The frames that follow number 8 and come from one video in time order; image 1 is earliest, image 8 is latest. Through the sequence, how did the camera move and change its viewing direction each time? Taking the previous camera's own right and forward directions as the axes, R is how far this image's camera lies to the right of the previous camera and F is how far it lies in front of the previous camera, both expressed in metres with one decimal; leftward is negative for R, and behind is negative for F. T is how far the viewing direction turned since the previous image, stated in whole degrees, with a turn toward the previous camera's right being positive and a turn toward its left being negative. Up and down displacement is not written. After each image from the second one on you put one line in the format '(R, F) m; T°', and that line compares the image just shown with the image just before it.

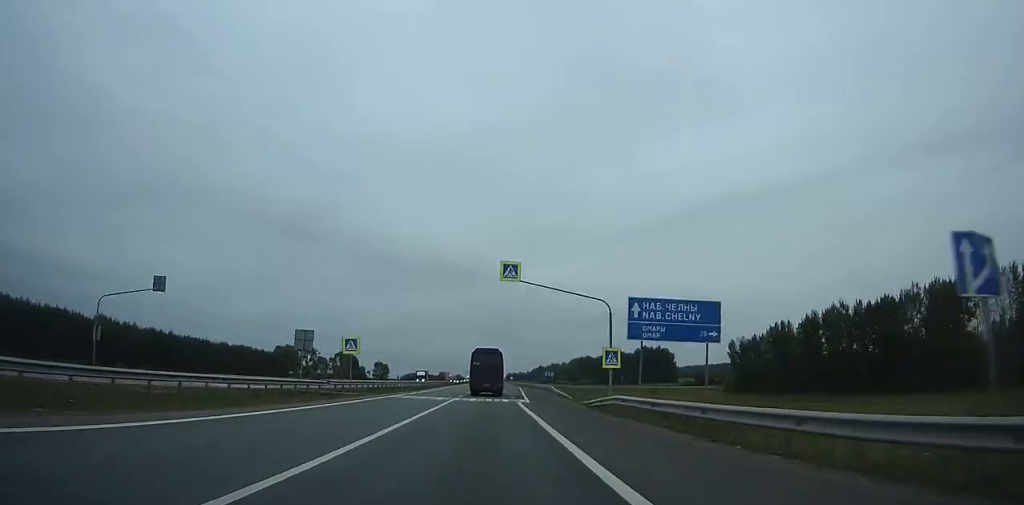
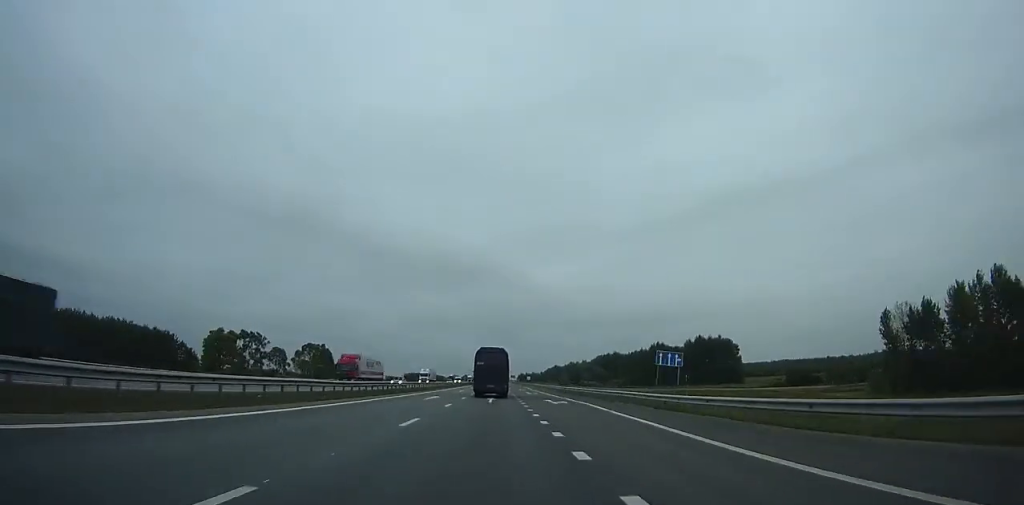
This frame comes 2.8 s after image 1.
(-0.1, +75.7) m; 0°
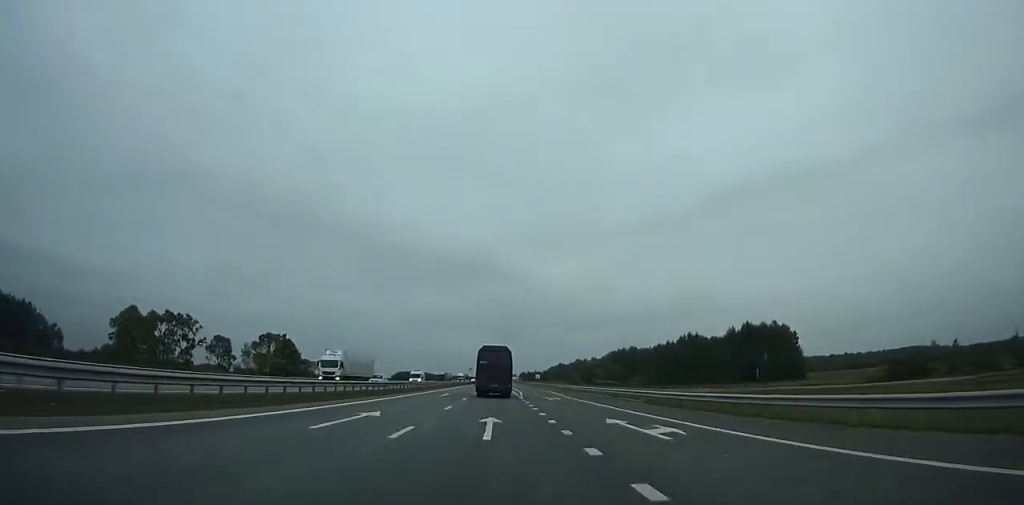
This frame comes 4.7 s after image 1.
(-0.2, +51.3) m; 0°
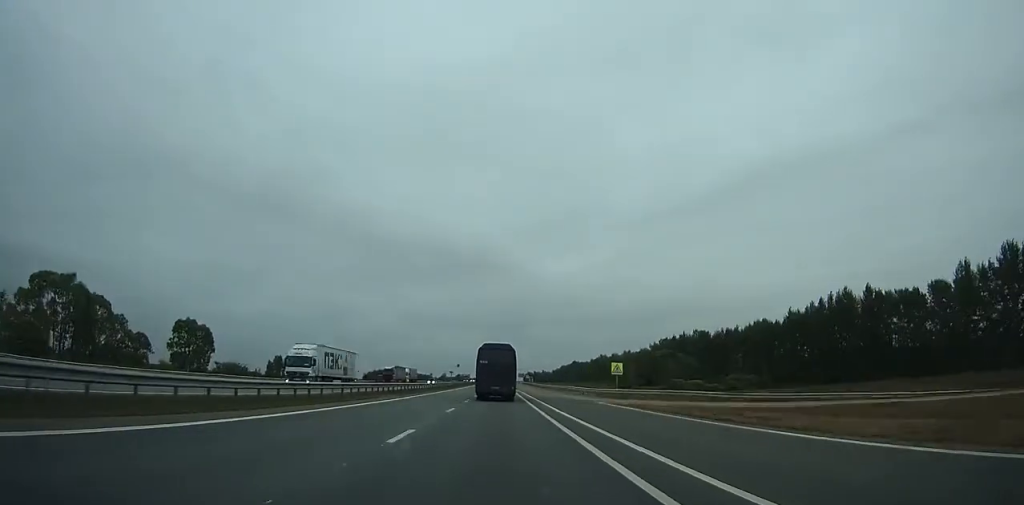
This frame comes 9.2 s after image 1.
(-0.1, +121.7) m; 0°
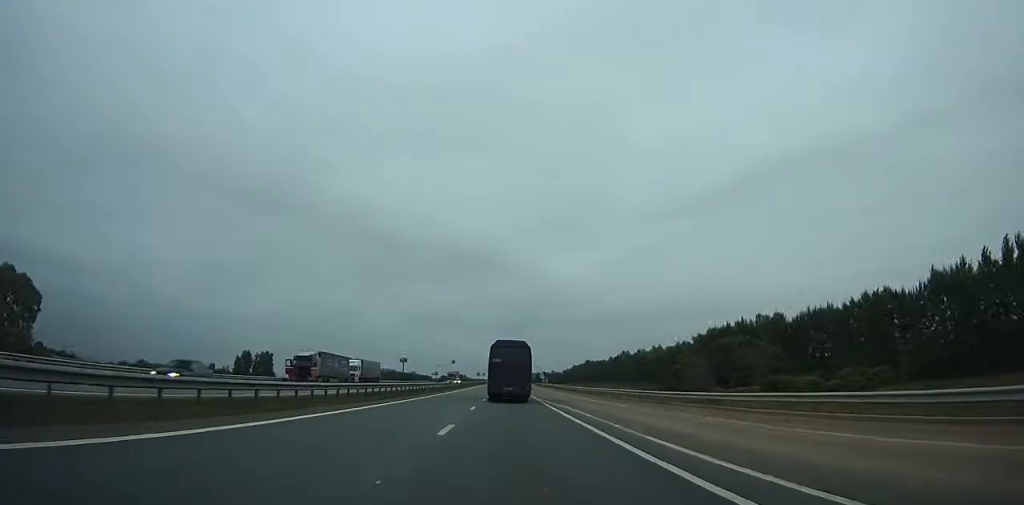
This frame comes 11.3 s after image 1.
(-0.1, +57.0) m; 0°
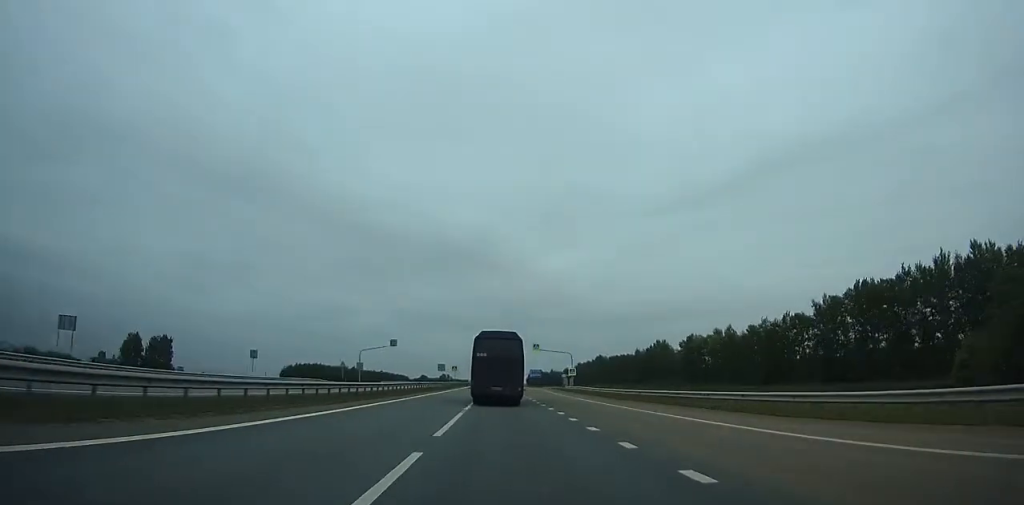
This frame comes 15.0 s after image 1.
(+0.2, +100.7) m; 0°
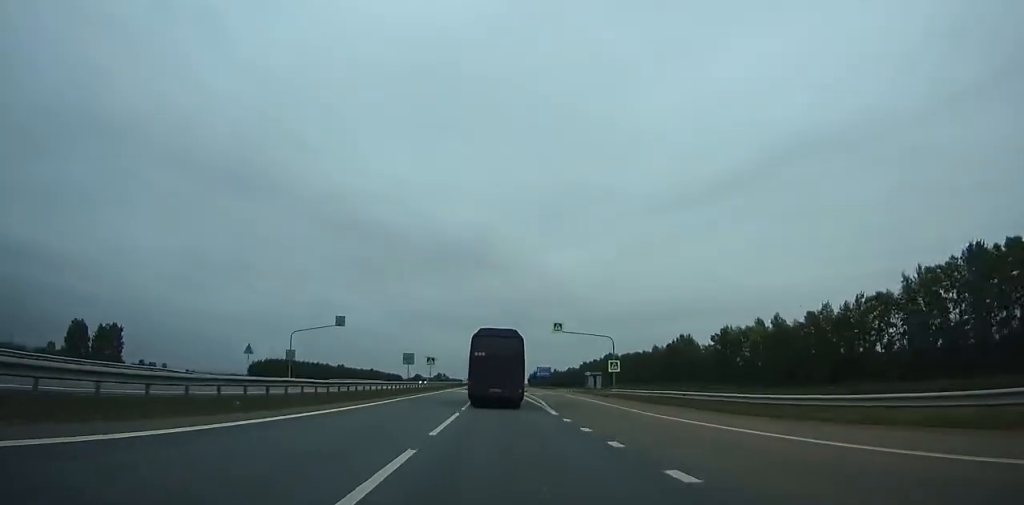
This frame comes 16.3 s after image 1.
(0.0, +35.6) m; 0°
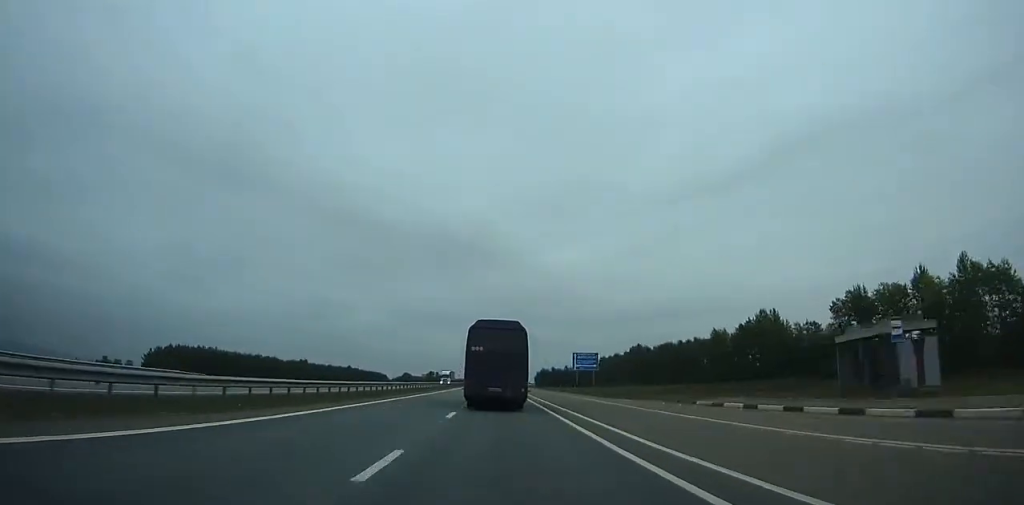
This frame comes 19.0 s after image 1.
(-0.1, +74.2) m; 0°
